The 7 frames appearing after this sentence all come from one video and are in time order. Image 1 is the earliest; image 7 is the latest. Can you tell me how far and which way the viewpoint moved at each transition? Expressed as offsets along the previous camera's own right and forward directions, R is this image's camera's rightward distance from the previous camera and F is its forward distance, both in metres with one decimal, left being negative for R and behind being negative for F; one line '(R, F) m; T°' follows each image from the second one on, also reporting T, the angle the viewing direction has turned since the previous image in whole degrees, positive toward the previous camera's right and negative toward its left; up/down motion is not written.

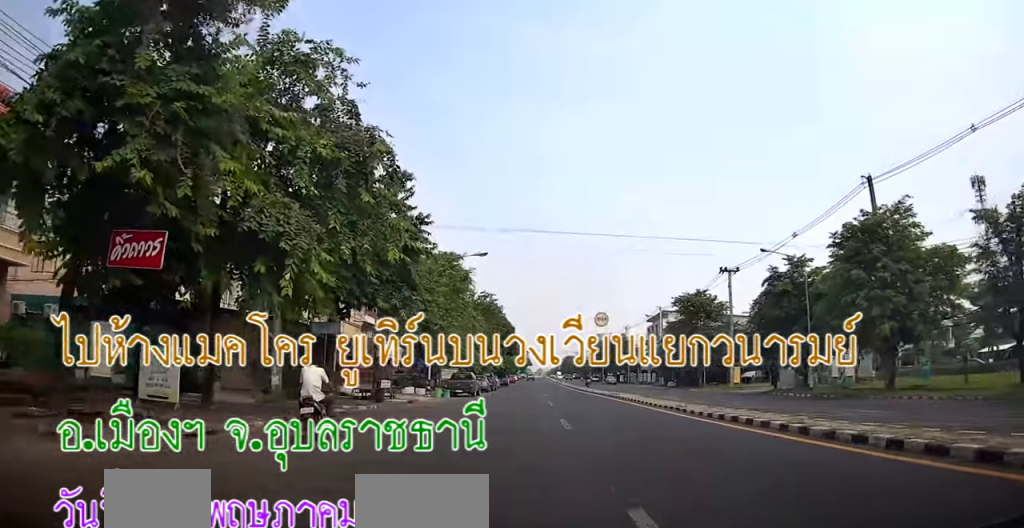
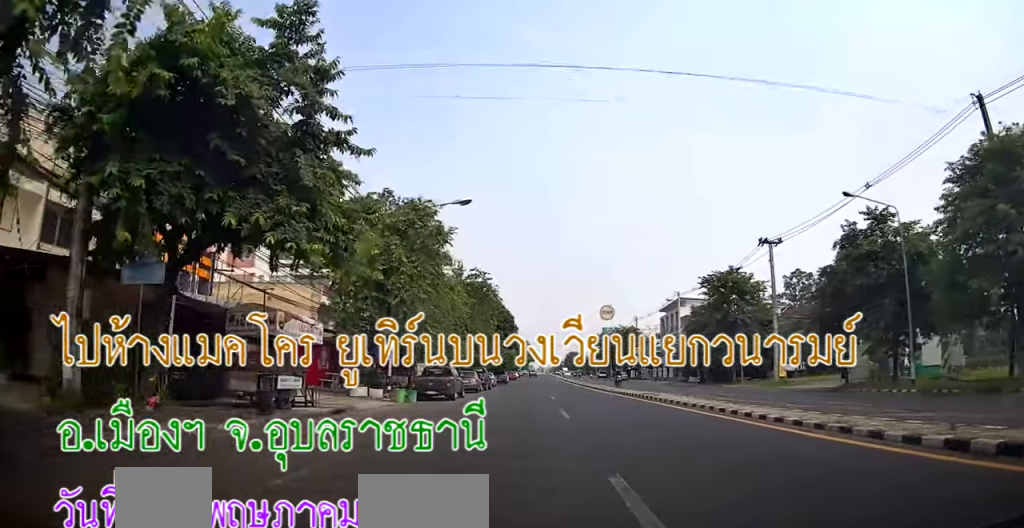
(-0.1, +9.7) m; -1°
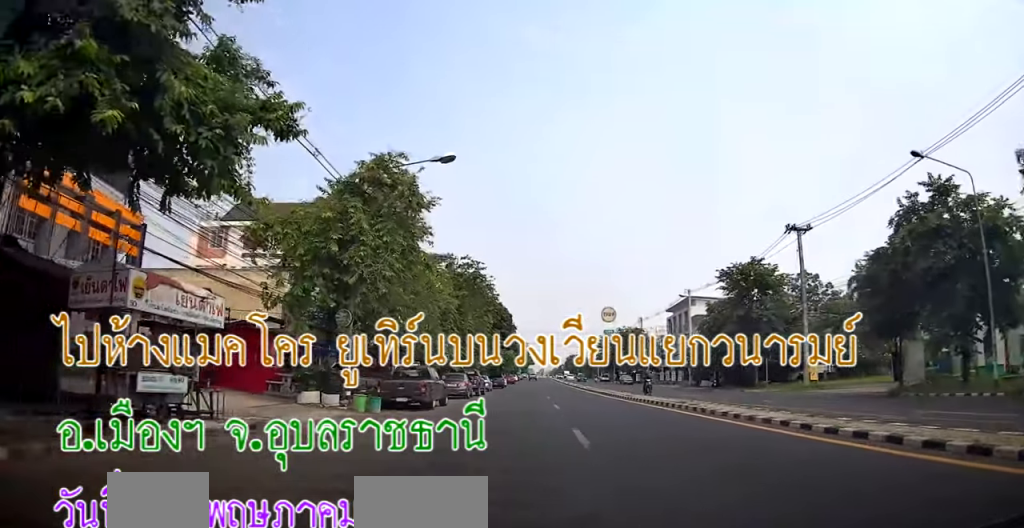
(0.0, +5.3) m; 0°
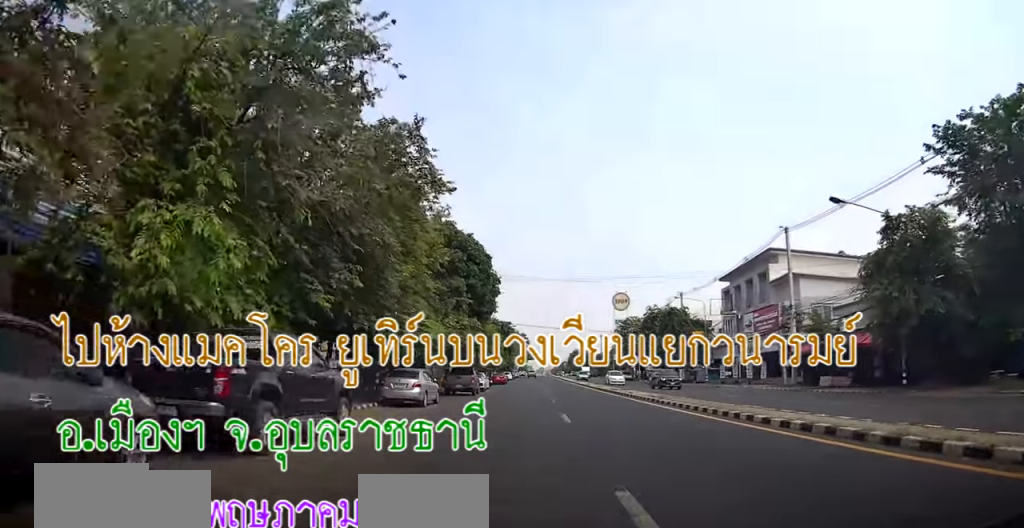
(+0.1, +29.8) m; +1°
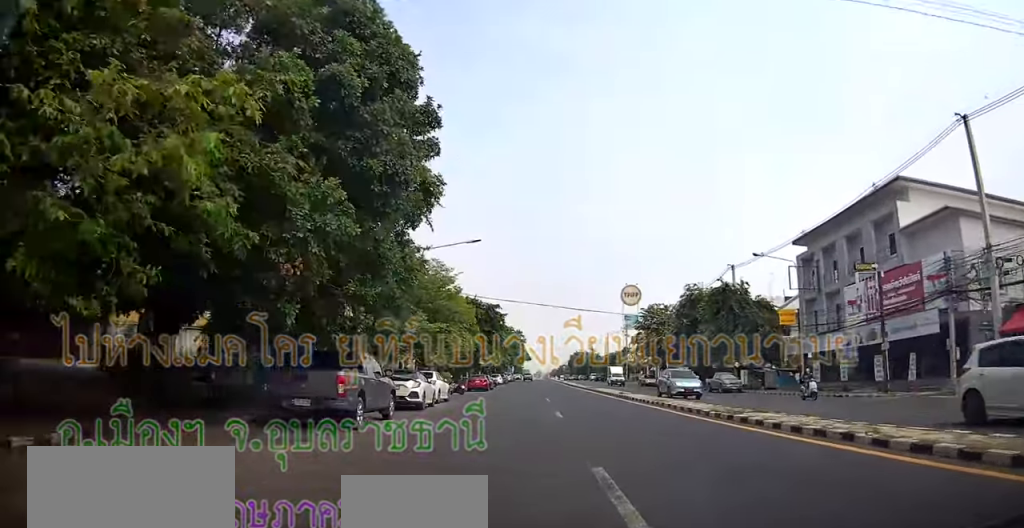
(+1.0, +22.1) m; +3°
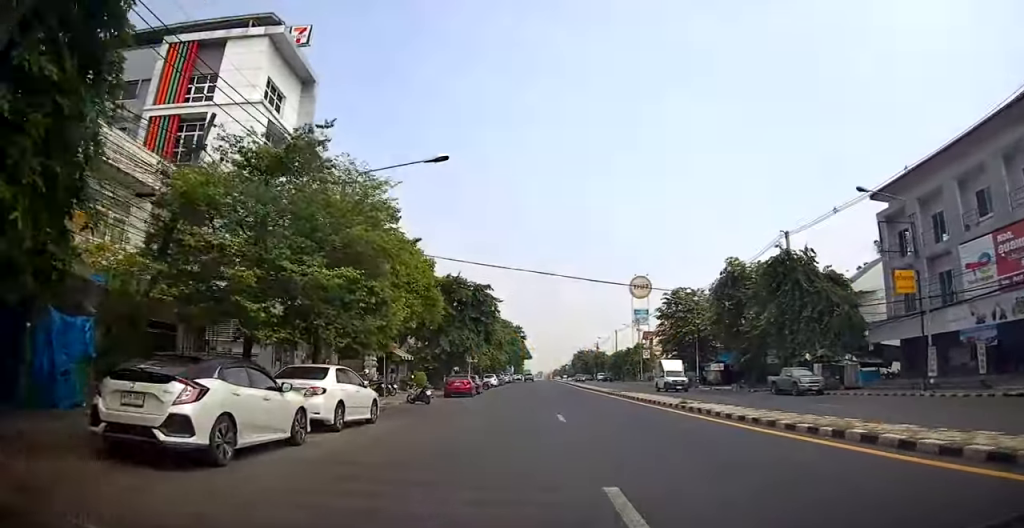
(-0.3, +12.9) m; -3°
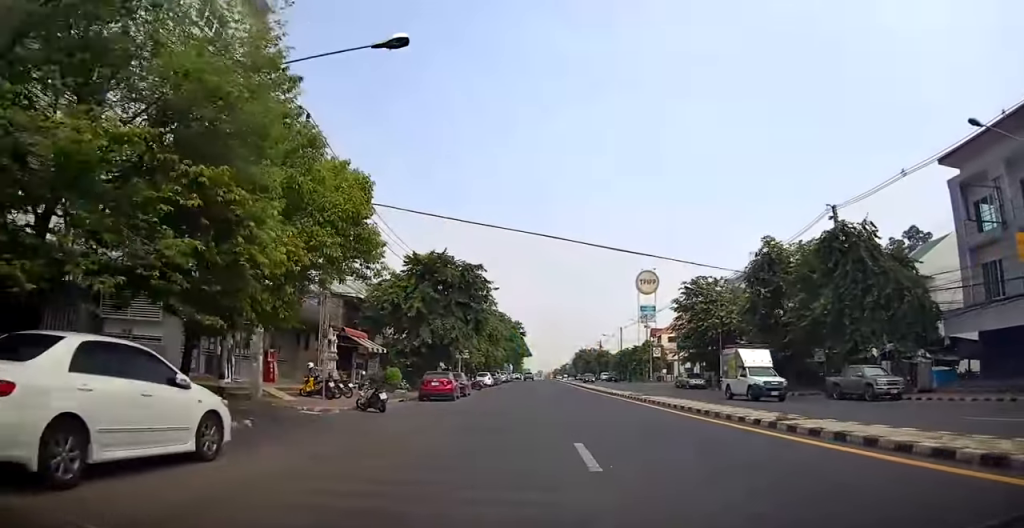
(-0.4, +7.7) m; -1°
